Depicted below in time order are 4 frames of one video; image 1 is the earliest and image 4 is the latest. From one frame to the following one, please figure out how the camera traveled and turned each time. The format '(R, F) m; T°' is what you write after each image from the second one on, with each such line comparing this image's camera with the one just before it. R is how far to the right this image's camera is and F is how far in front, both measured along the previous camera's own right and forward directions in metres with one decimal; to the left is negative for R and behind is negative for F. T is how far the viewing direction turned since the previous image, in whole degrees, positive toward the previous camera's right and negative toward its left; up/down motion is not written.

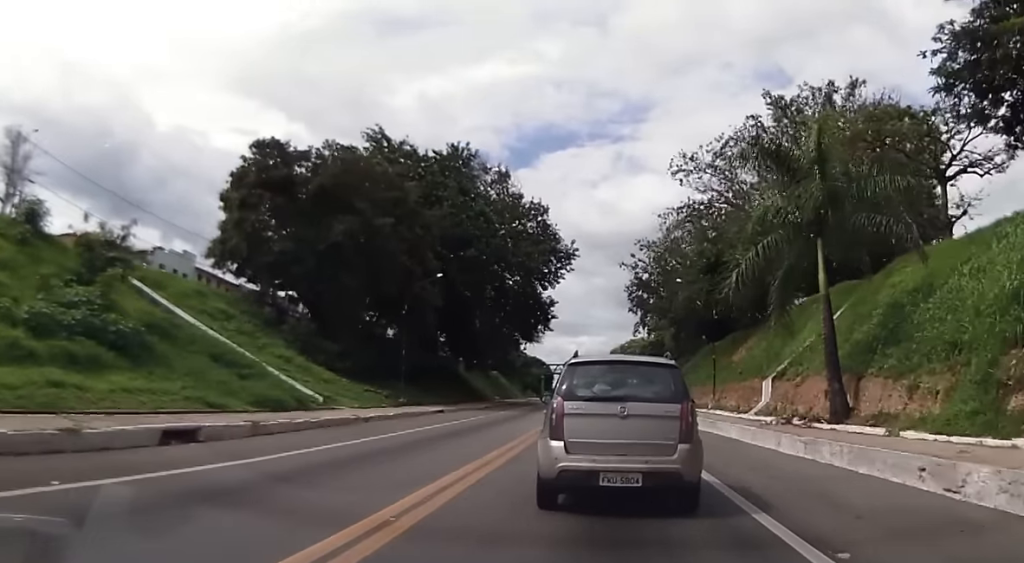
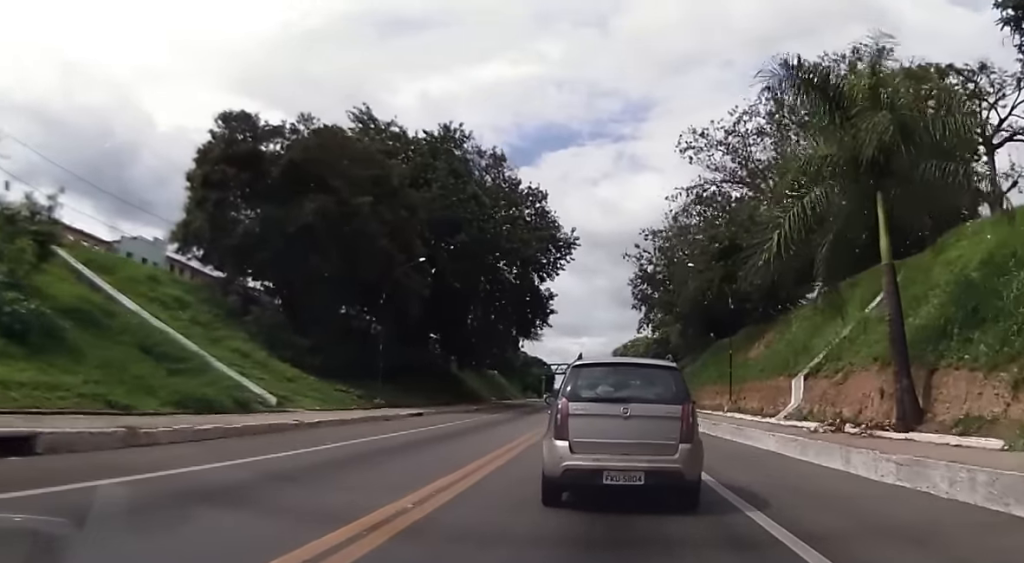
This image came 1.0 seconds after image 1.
(+0.3, +5.5) m; +3°
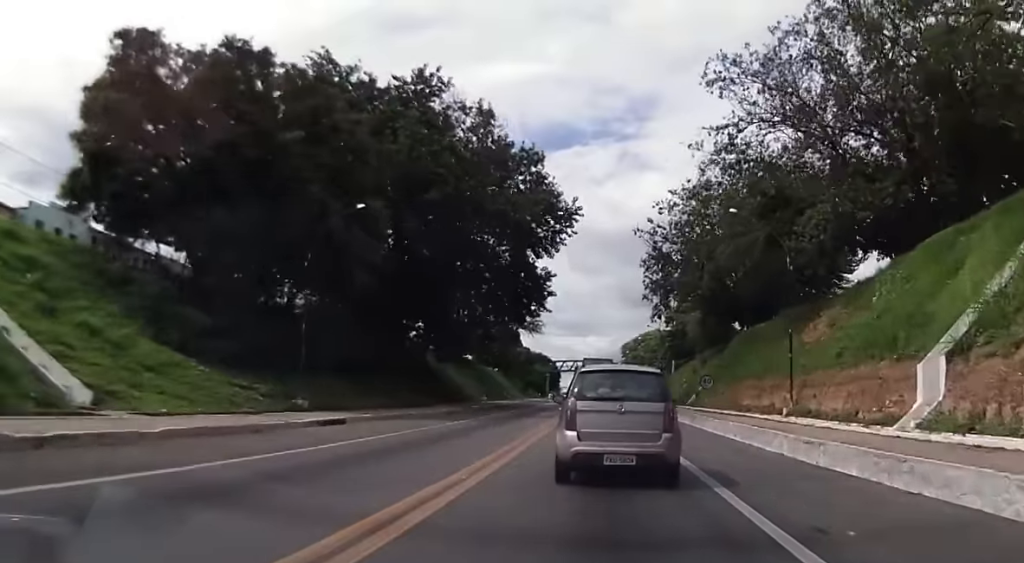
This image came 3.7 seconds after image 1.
(-0.5, +12.9) m; +1°
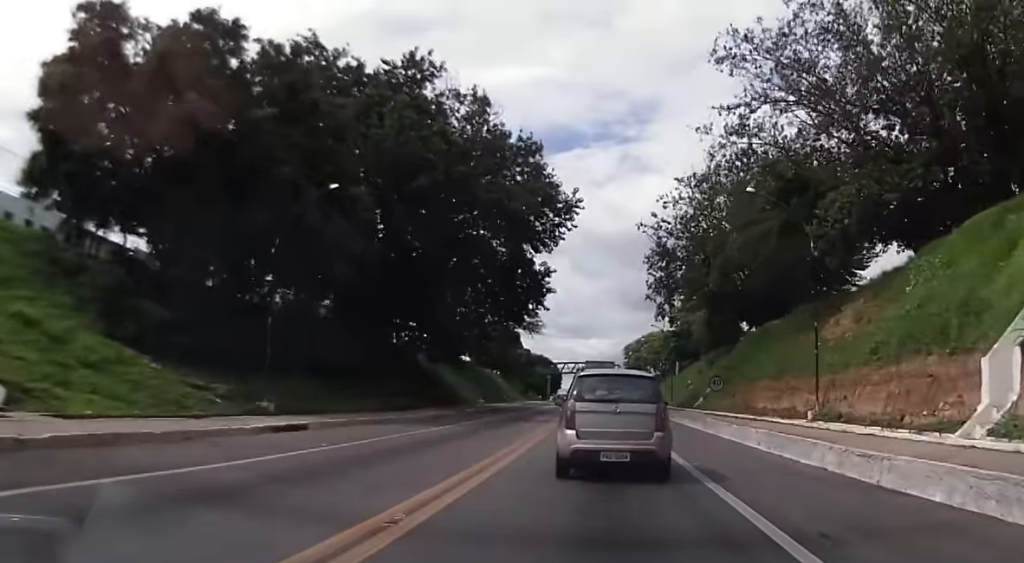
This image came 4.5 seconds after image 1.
(+0.4, +3.6) m; 0°
